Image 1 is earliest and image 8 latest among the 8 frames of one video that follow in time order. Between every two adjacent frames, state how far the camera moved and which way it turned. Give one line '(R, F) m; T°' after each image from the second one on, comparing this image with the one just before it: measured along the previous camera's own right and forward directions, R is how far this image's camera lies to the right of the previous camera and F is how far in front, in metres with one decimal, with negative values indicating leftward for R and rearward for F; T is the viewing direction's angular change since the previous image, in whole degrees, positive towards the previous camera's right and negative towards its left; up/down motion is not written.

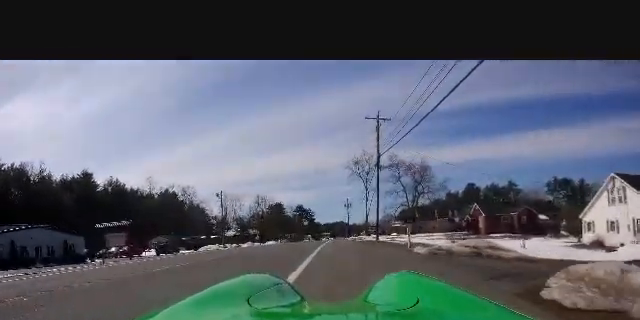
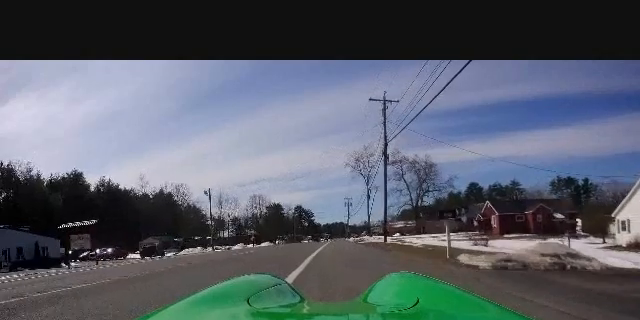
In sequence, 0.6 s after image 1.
(-0.3, +5.2) m; -1°
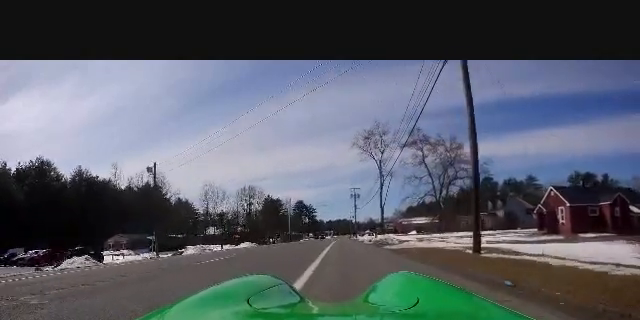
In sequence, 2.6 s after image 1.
(+0.2, +17.1) m; 0°
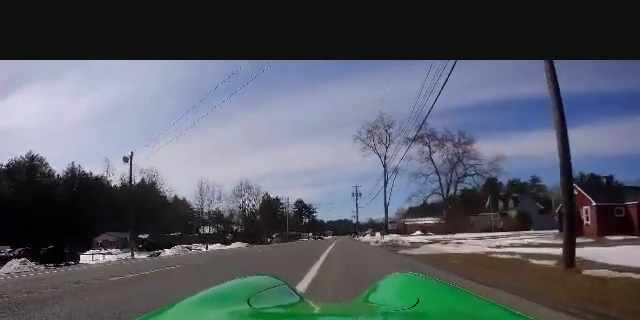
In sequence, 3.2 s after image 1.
(0.0, +4.5) m; 0°
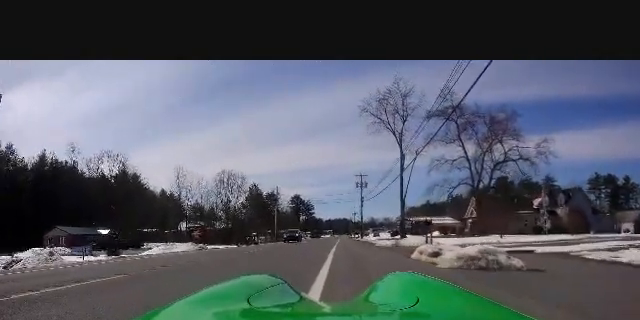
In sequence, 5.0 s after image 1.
(0.0, +15.0) m; 0°
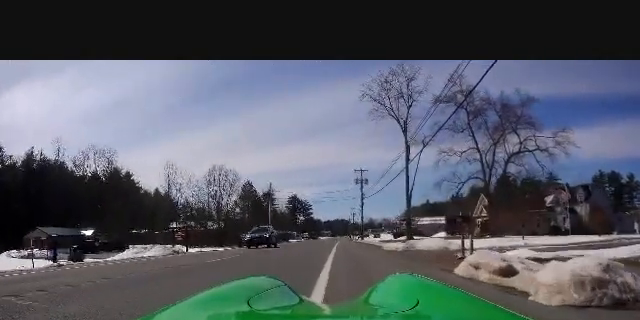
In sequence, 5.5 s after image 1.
(0.0, +4.7) m; 0°
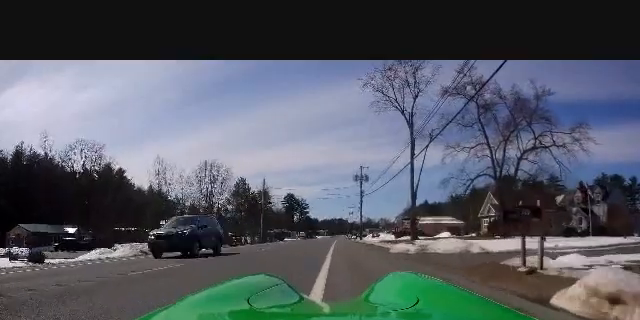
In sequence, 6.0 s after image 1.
(0.0, +3.9) m; 0°
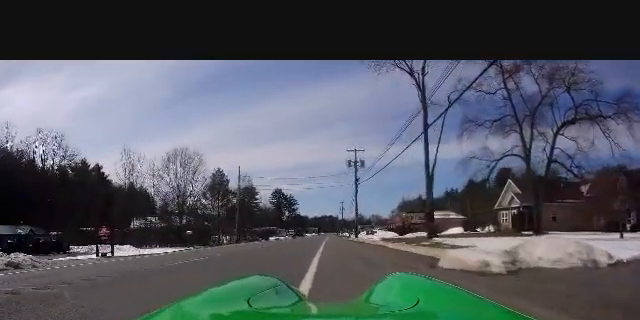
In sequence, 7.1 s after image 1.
(0.0, +9.5) m; 0°
